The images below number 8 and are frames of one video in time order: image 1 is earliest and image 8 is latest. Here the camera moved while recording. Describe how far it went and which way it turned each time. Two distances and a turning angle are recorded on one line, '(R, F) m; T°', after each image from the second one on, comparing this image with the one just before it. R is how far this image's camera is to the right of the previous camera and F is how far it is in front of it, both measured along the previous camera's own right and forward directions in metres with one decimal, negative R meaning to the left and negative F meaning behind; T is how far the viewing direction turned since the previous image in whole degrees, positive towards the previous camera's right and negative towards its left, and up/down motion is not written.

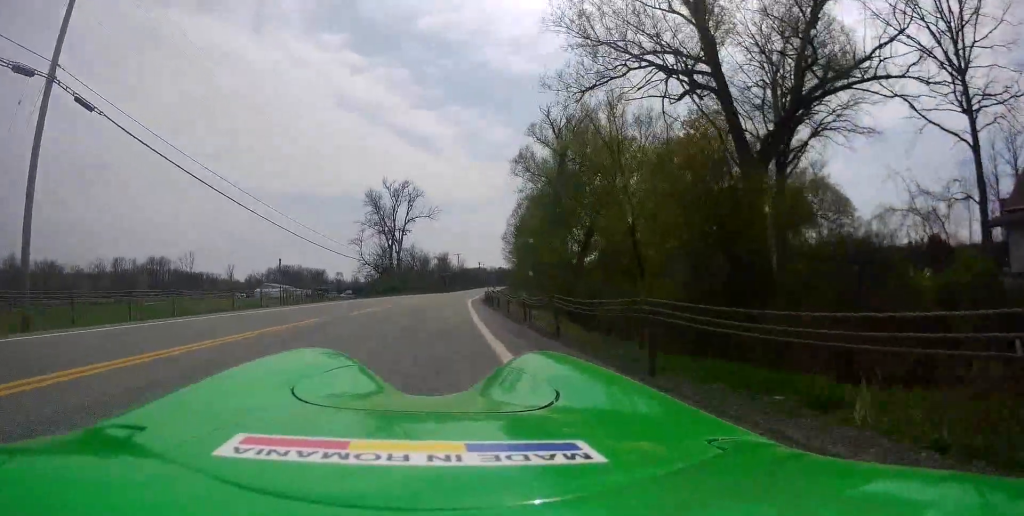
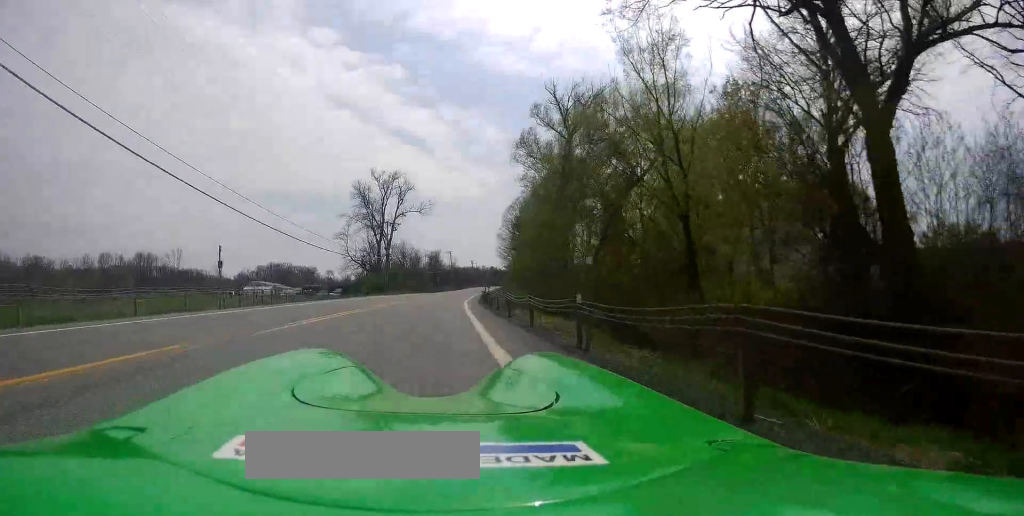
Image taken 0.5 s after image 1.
(0.0, +6.9) m; +1°
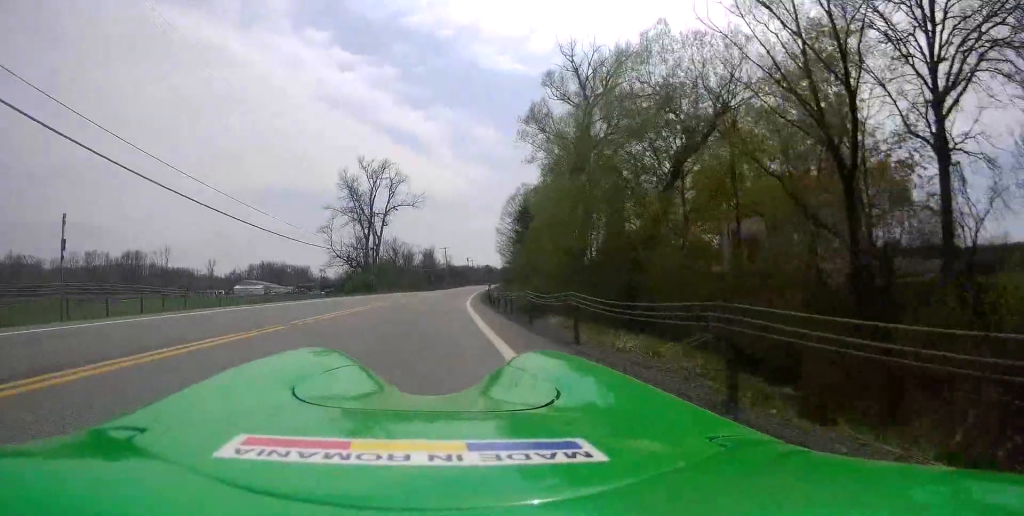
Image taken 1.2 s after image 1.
(0.0, +9.0) m; +1°
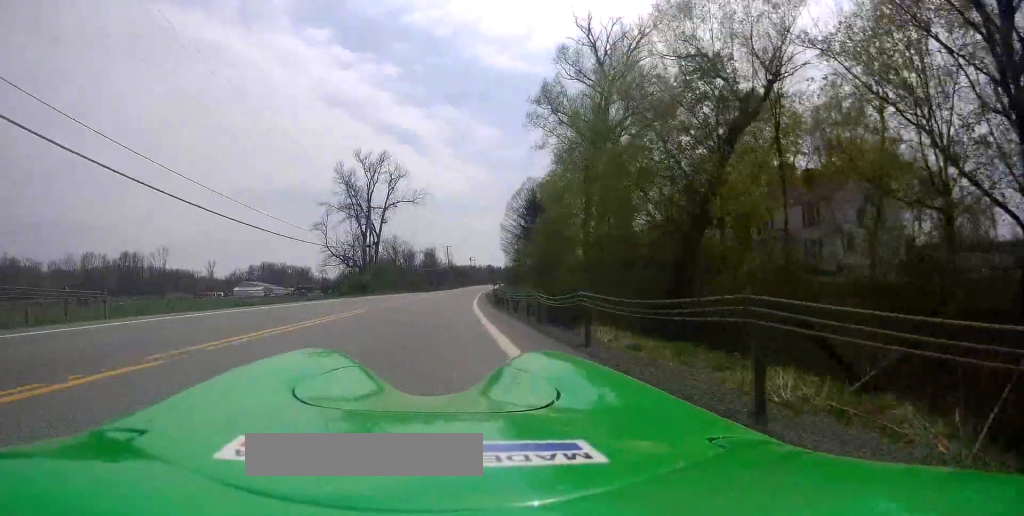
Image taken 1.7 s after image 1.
(+0.1, +5.3) m; +1°
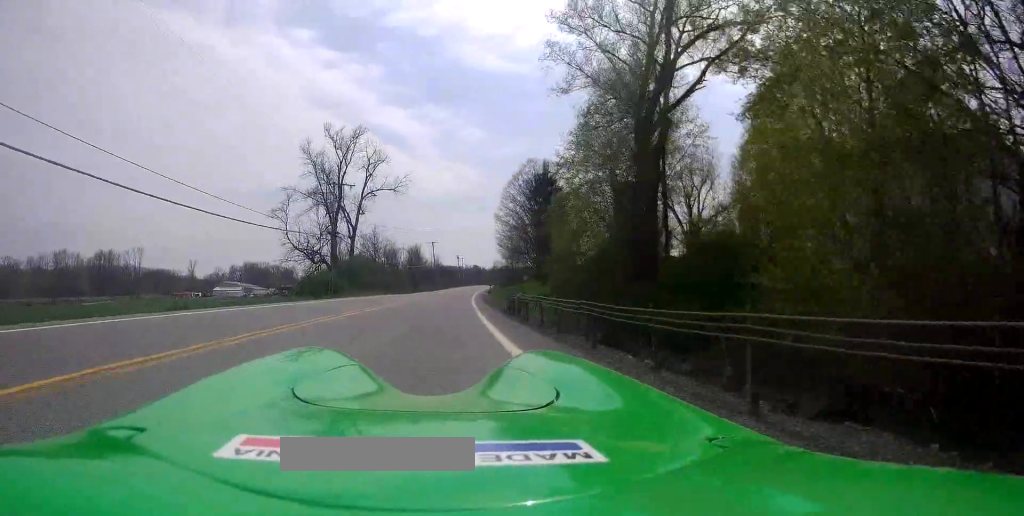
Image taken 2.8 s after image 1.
(+0.2, +14.3) m; +1°
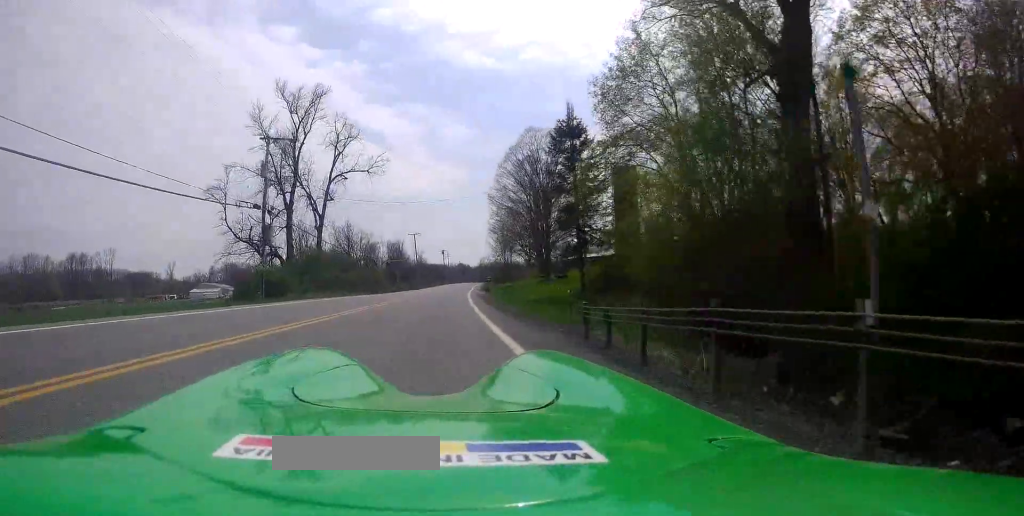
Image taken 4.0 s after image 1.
(0.0, +15.3) m; +1°
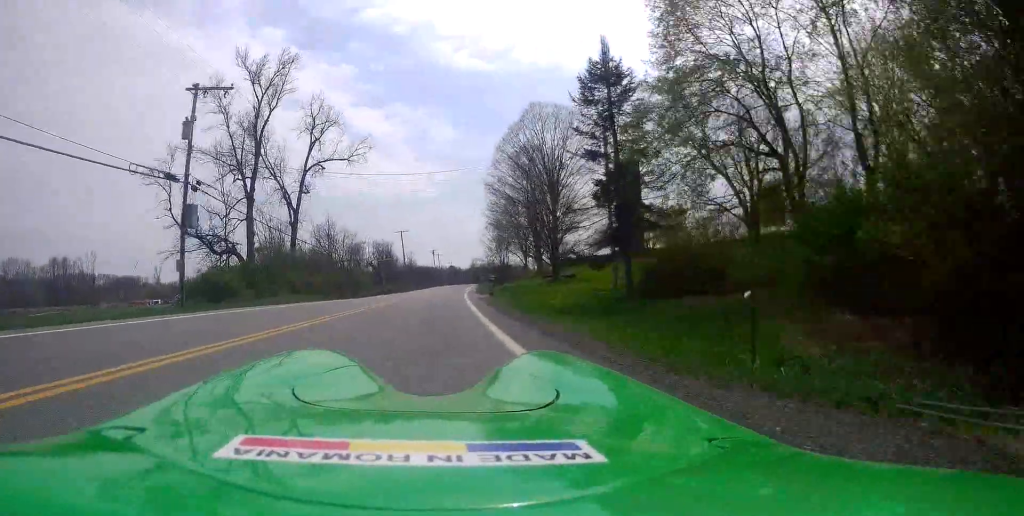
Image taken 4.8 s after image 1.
(+0.2, +9.5) m; +1°
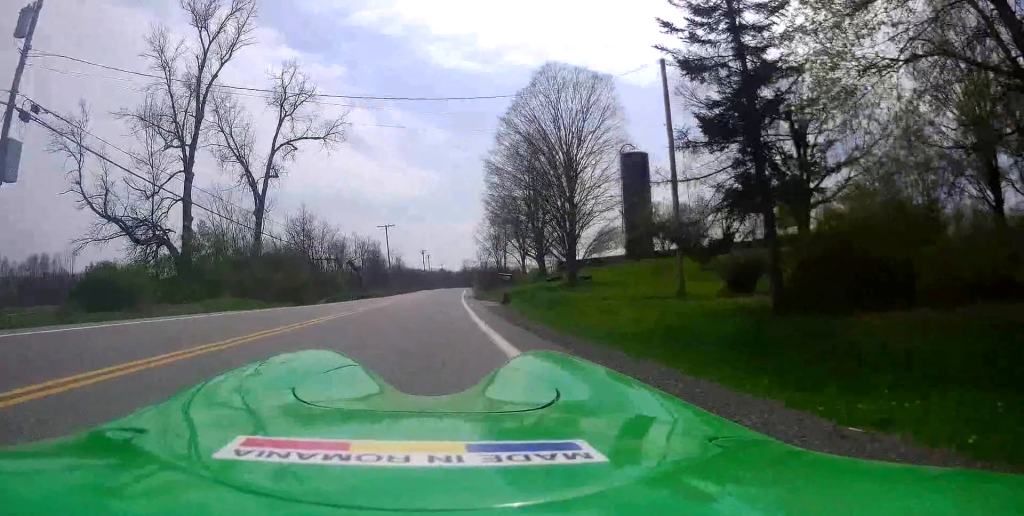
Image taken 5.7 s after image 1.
(+0.1, +11.7) m; 0°
